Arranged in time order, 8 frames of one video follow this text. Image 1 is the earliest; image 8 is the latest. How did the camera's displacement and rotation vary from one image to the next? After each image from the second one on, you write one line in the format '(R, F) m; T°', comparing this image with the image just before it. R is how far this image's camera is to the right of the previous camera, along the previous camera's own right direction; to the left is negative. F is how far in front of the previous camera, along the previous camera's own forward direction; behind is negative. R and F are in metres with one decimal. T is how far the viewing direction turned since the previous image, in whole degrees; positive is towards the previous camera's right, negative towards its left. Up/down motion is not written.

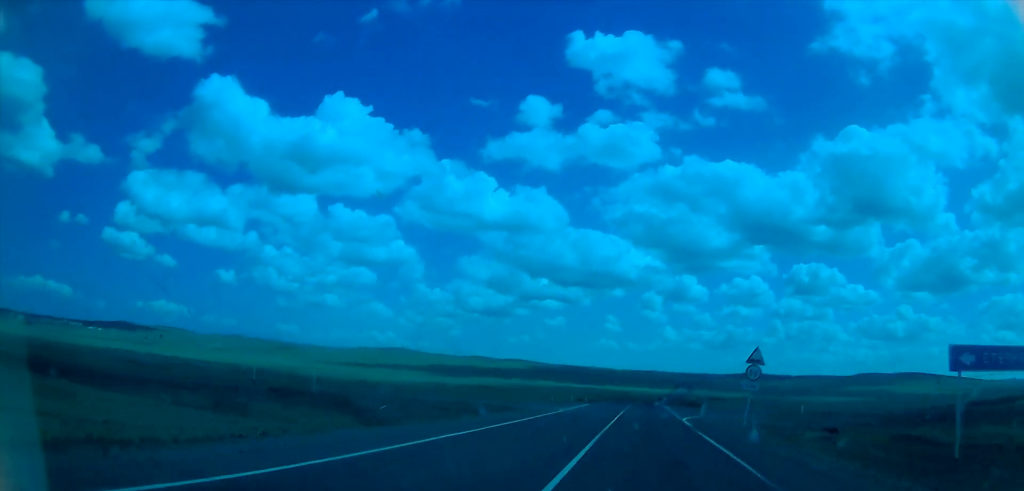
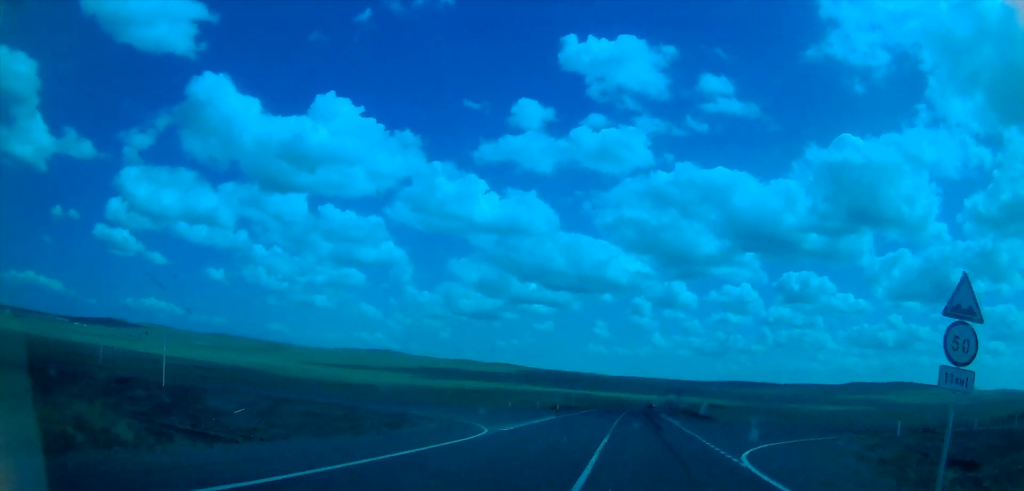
(+0.3, +19.2) m; +2°
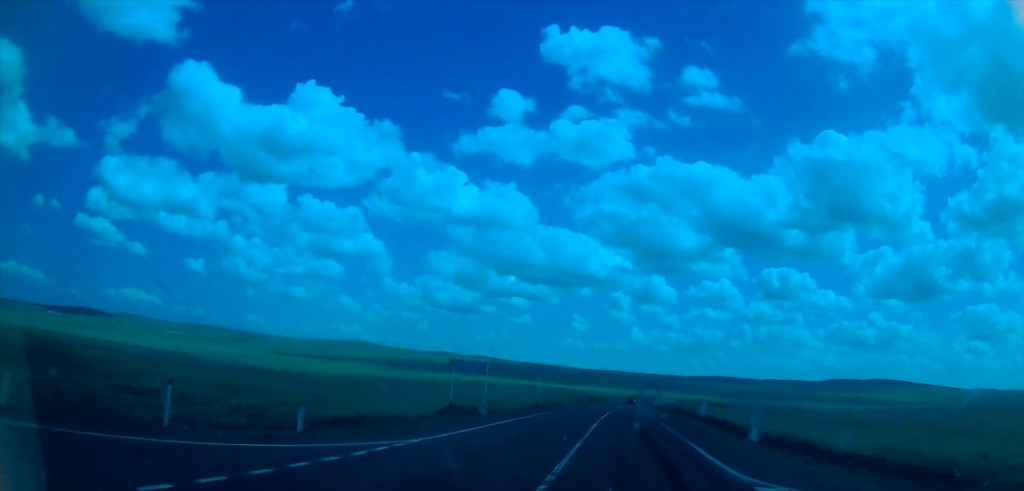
(+0.1, +38.1) m; 0°
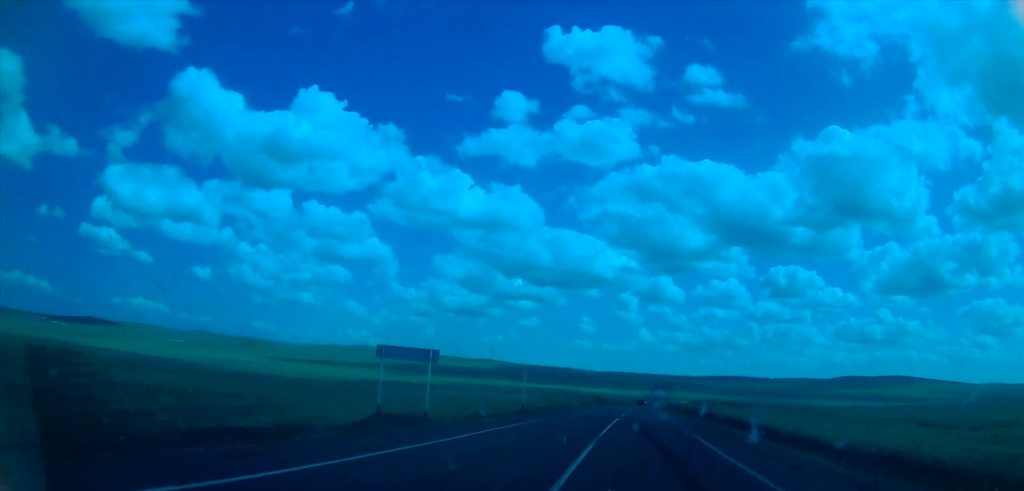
(+0.5, +11.6) m; 0°
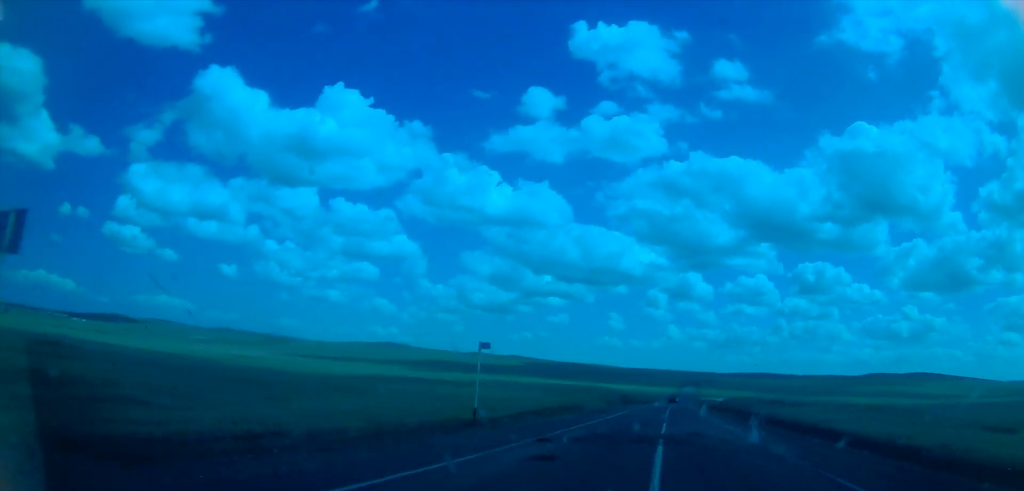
(-0.8, +19.3) m; -3°
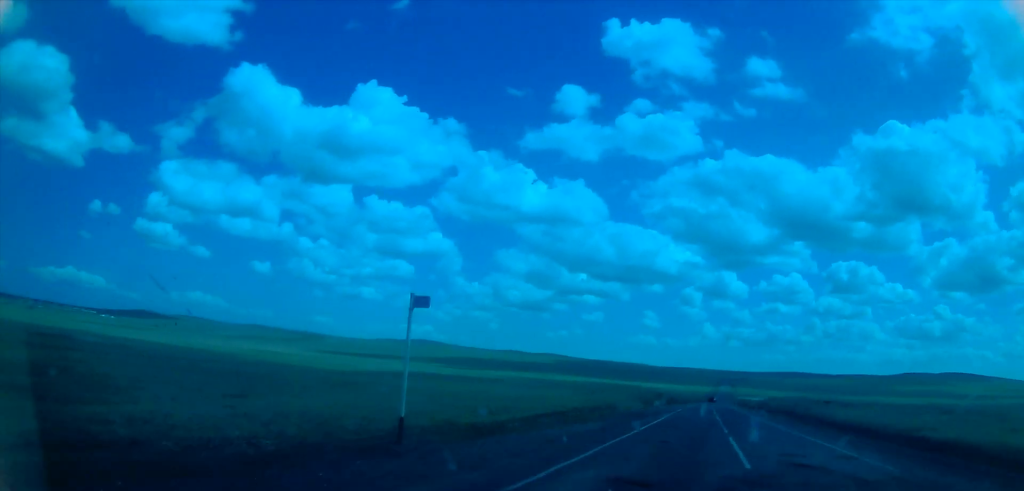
(0.0, +11.8) m; 0°
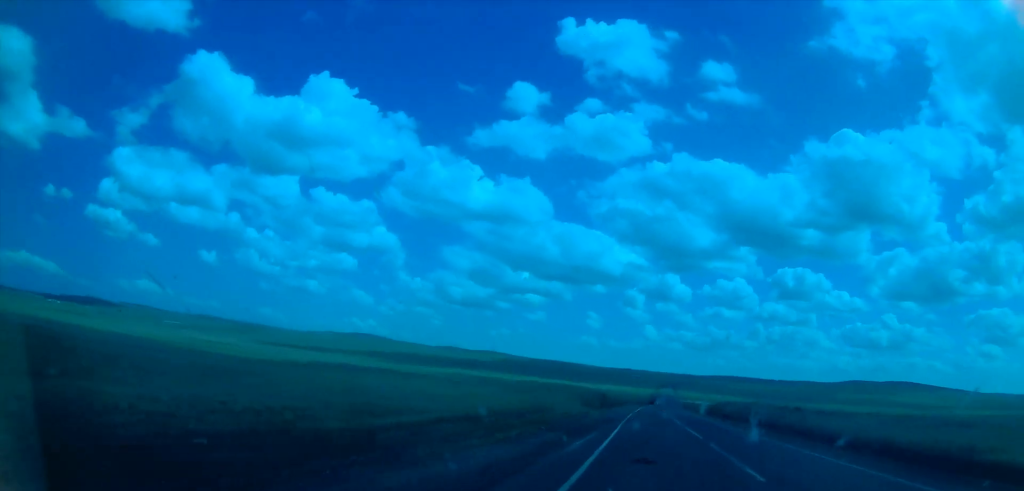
(0.0, +14.9) m; +1°
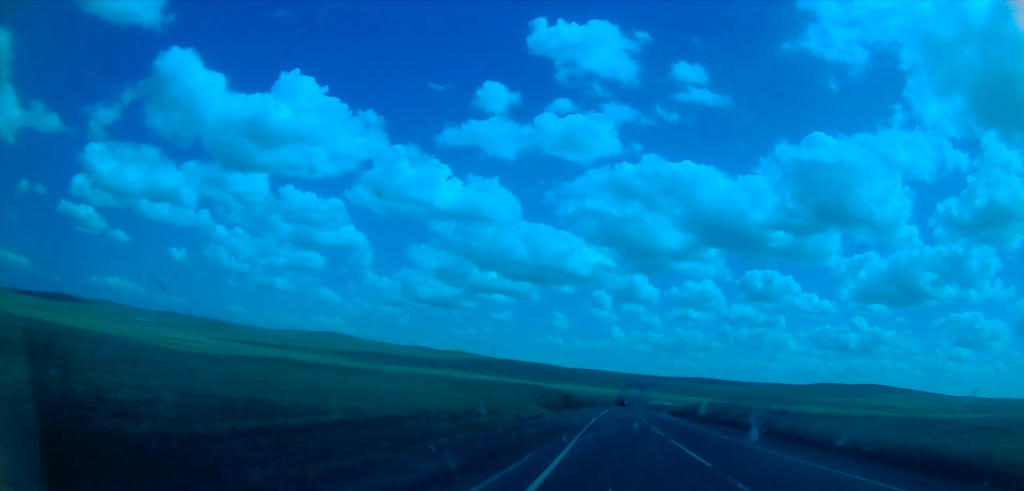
(0.0, +9.7) m; +3°
